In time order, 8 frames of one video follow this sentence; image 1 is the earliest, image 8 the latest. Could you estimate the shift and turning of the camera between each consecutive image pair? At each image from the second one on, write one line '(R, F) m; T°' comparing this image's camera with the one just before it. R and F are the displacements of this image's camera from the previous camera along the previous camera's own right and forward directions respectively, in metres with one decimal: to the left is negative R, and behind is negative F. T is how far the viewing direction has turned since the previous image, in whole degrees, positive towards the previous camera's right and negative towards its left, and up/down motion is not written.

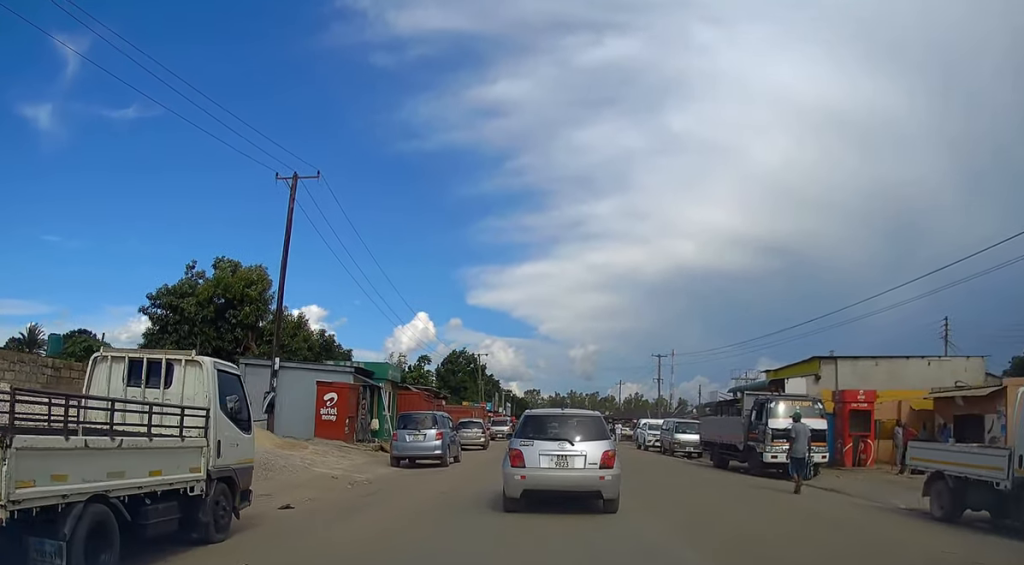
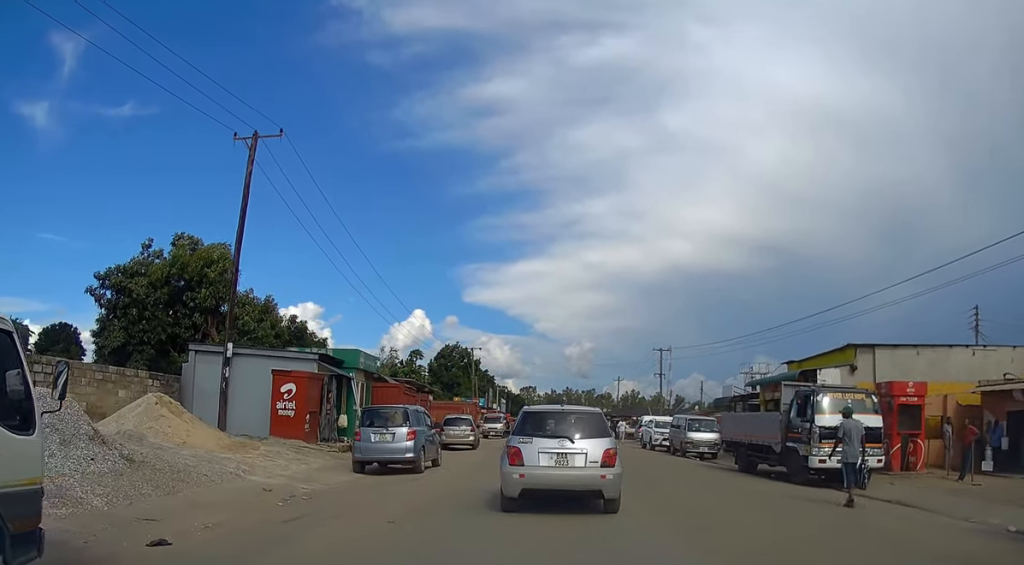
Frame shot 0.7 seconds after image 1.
(0.0, +3.6) m; 0°
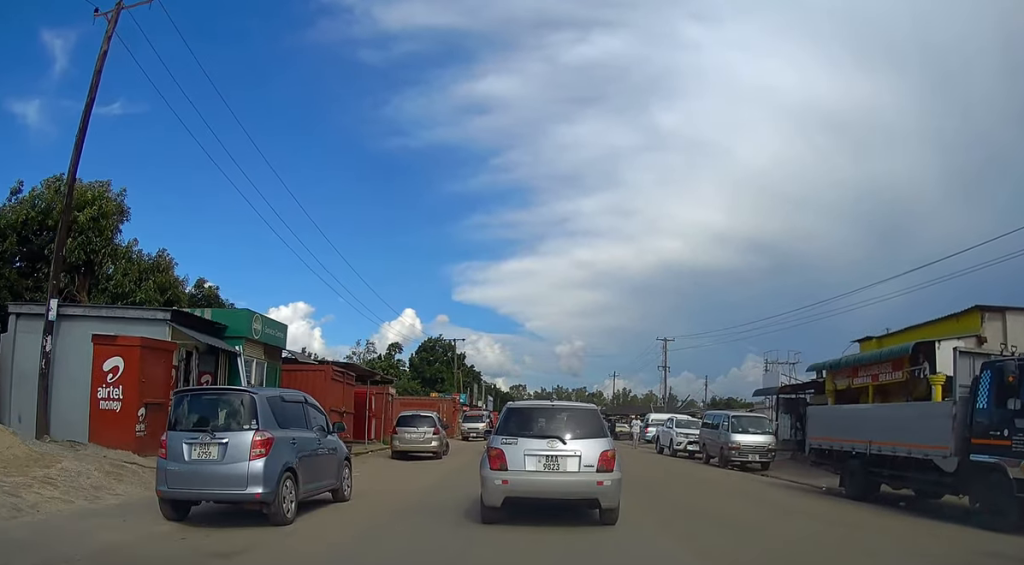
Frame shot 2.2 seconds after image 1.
(-0.1, +8.5) m; 0°
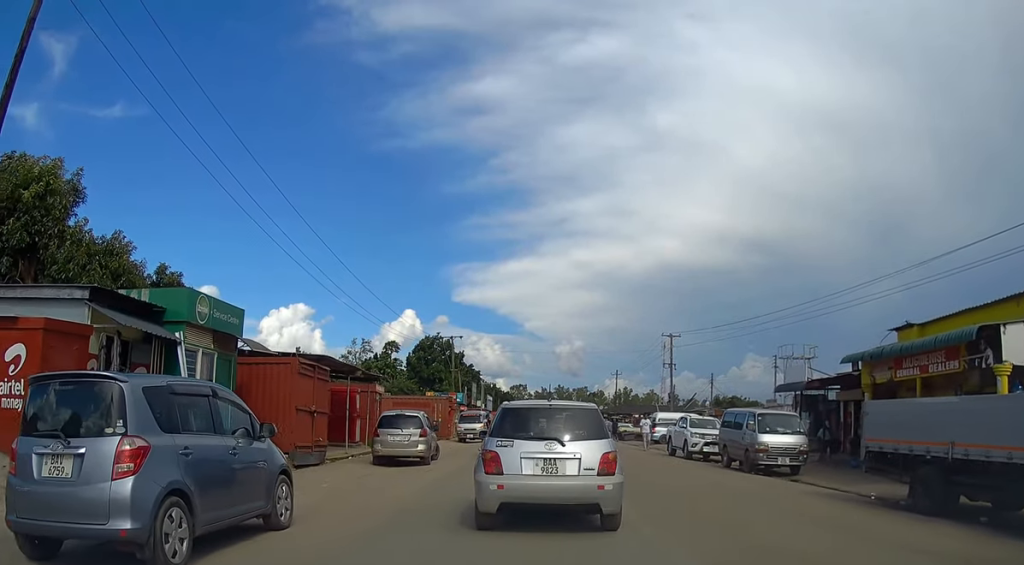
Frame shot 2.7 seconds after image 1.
(+0.1, +2.9) m; 0°
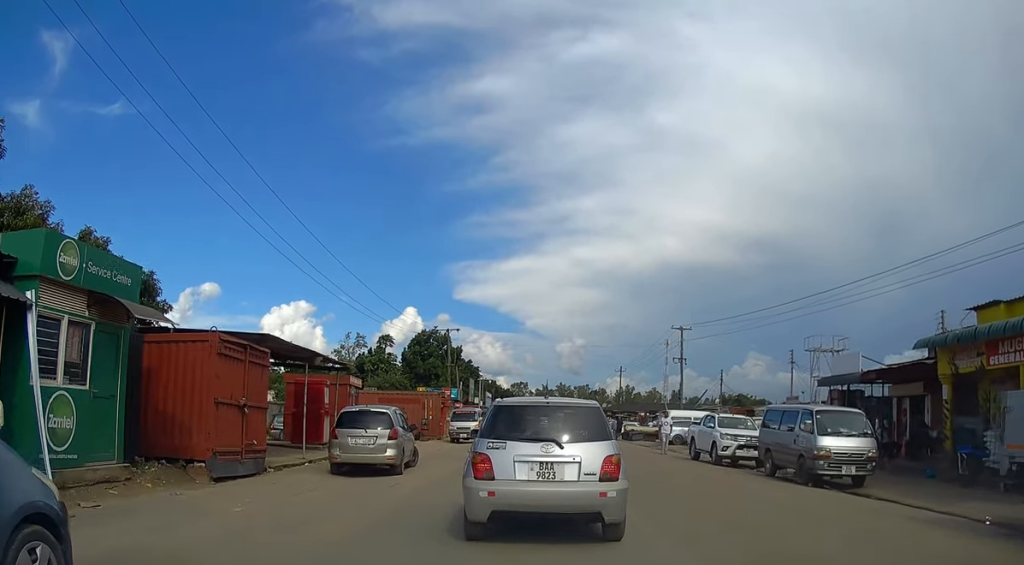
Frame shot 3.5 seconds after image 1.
(+0.1, +4.5) m; 0°
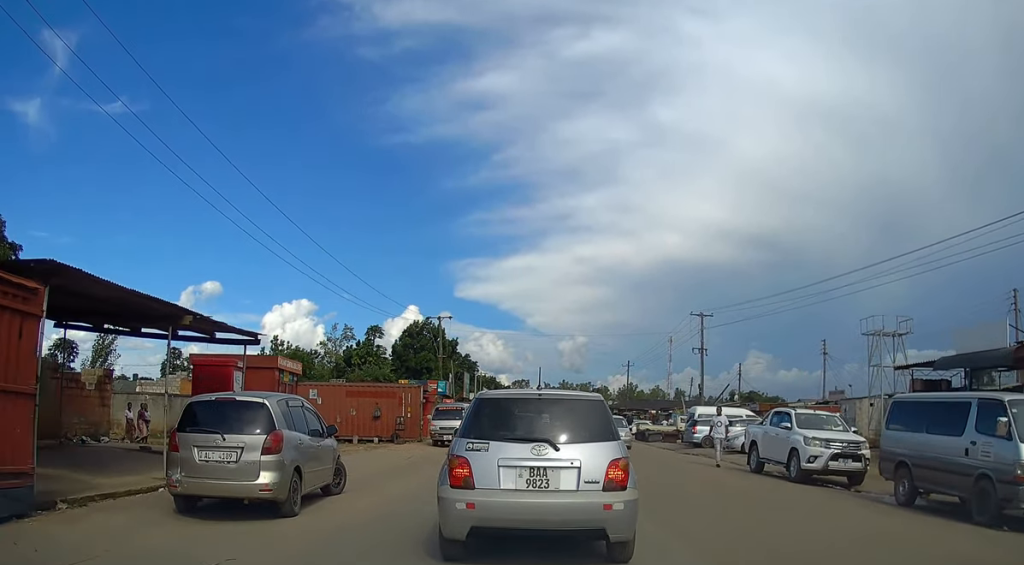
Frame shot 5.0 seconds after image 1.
(-0.2, +7.6) m; 0°
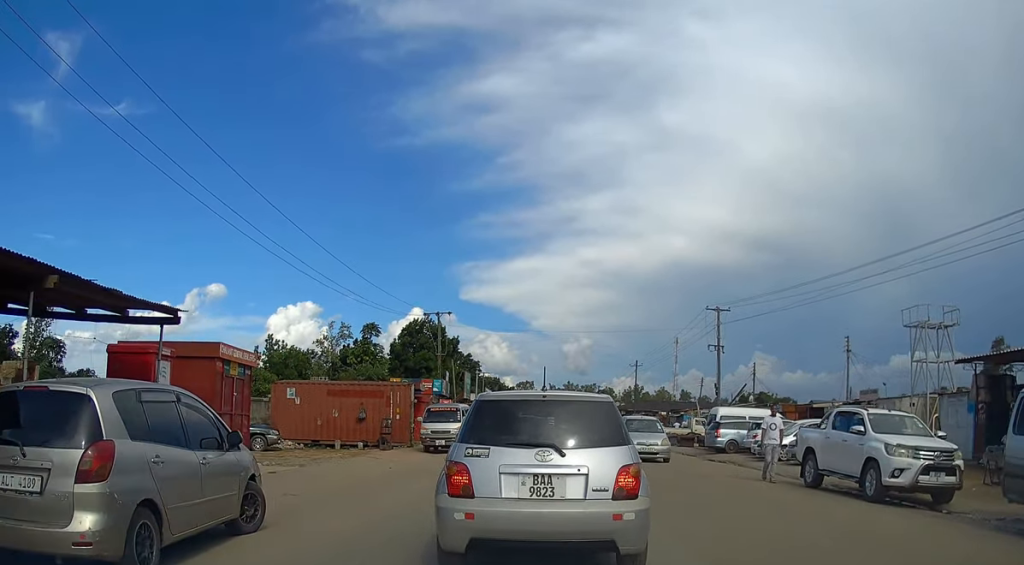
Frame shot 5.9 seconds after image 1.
(+0.1, +4.1) m; +1°
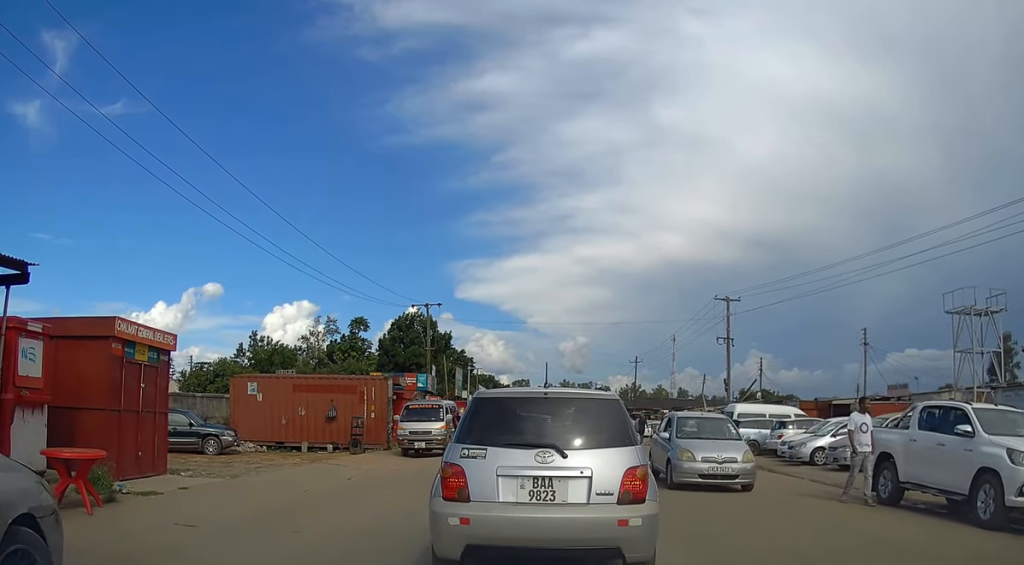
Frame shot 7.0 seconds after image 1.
(0.0, +4.1) m; -1°
